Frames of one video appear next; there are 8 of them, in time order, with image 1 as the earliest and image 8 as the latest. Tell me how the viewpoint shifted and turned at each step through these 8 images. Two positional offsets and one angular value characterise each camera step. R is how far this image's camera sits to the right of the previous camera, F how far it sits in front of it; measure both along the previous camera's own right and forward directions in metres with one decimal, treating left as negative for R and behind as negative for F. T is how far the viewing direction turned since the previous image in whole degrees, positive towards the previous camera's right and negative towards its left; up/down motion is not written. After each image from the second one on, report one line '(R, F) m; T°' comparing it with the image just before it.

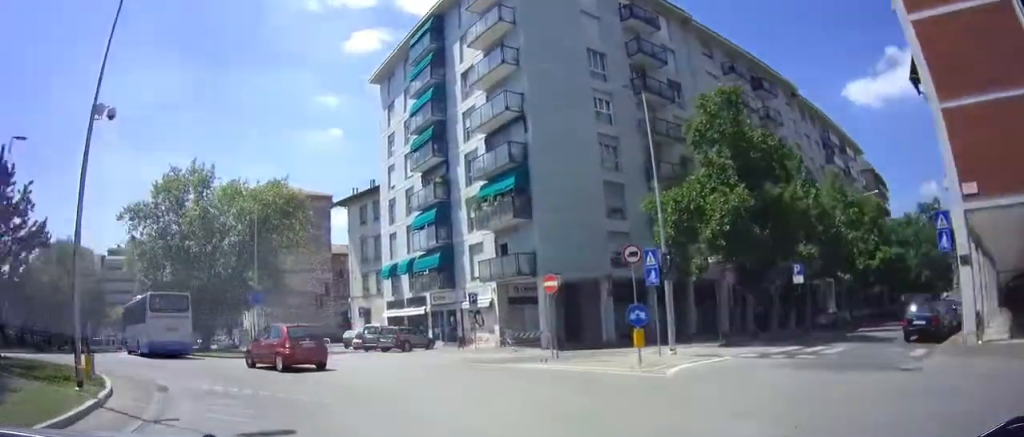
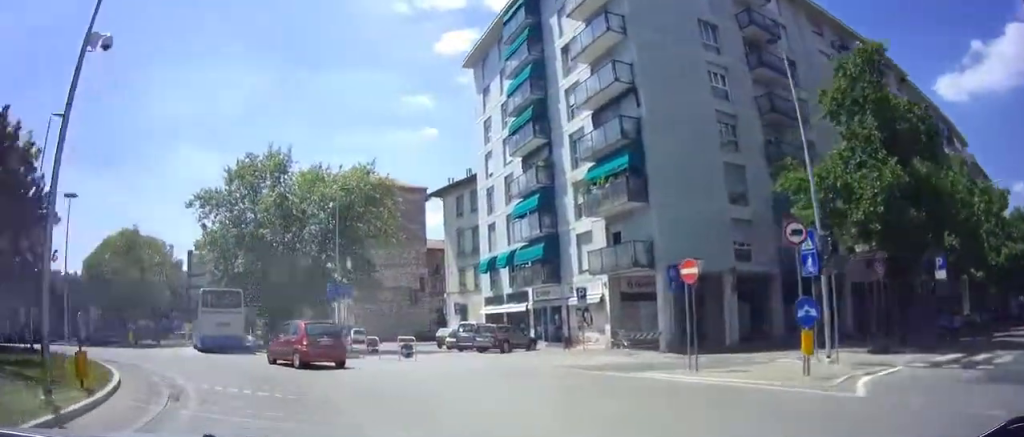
(-0.2, +3.2) m; -10°
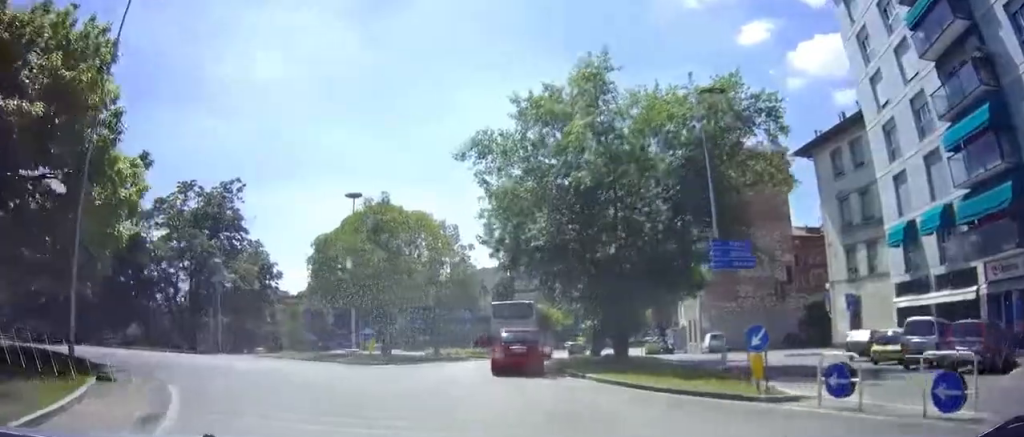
(-3.5, +11.9) m; -30°
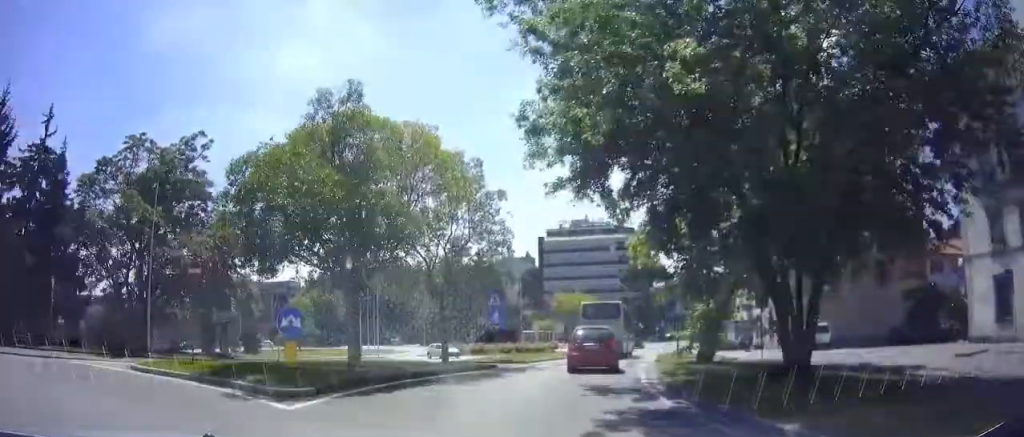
(-2.1, +10.2) m; -6°
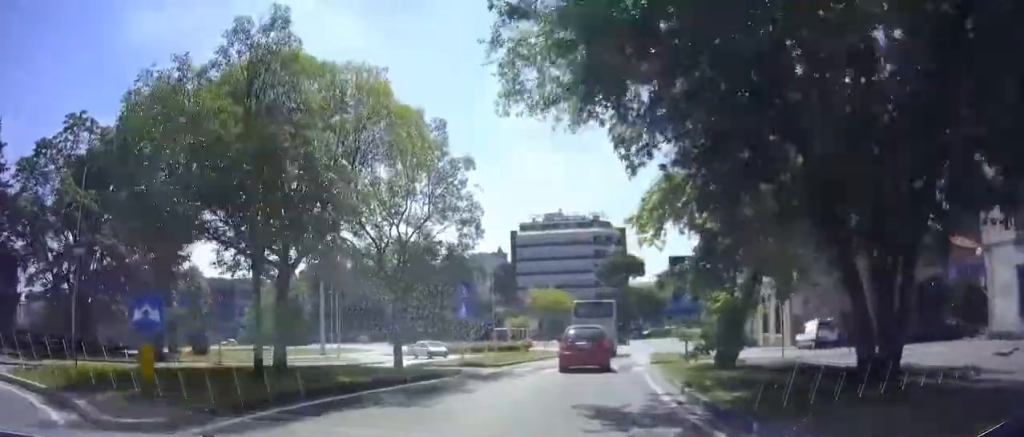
(+0.5, +3.8) m; +5°
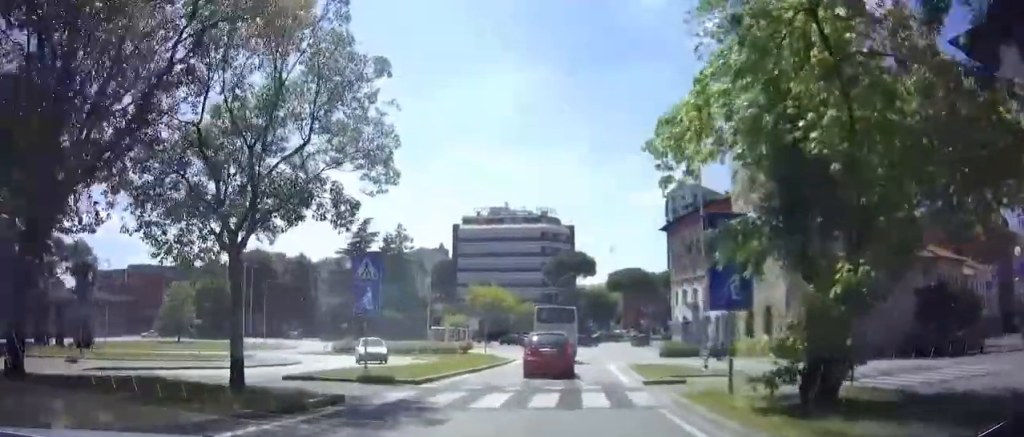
(+0.9, +7.4) m; +8°
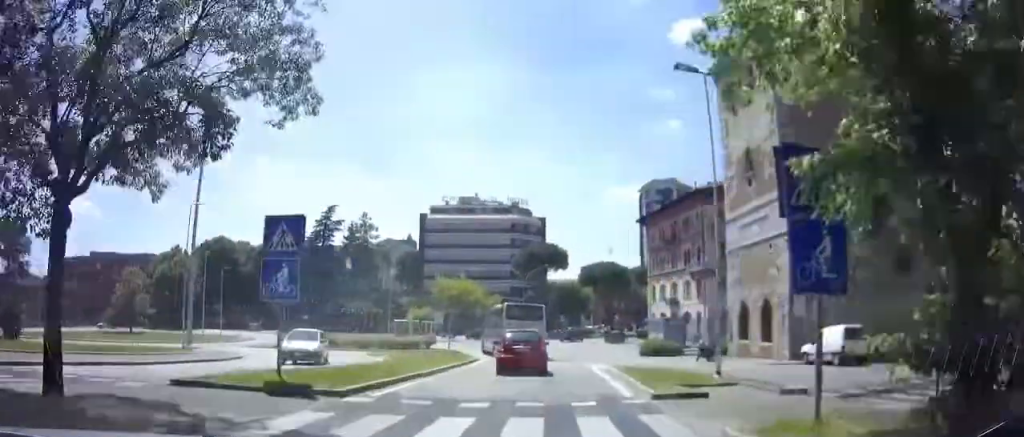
(0.0, +4.1) m; +1°
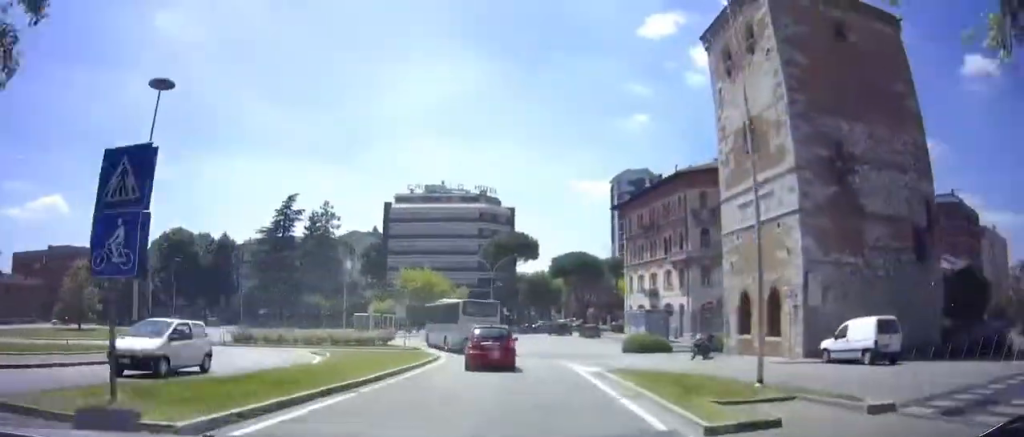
(0.0, +4.6) m; +1°
